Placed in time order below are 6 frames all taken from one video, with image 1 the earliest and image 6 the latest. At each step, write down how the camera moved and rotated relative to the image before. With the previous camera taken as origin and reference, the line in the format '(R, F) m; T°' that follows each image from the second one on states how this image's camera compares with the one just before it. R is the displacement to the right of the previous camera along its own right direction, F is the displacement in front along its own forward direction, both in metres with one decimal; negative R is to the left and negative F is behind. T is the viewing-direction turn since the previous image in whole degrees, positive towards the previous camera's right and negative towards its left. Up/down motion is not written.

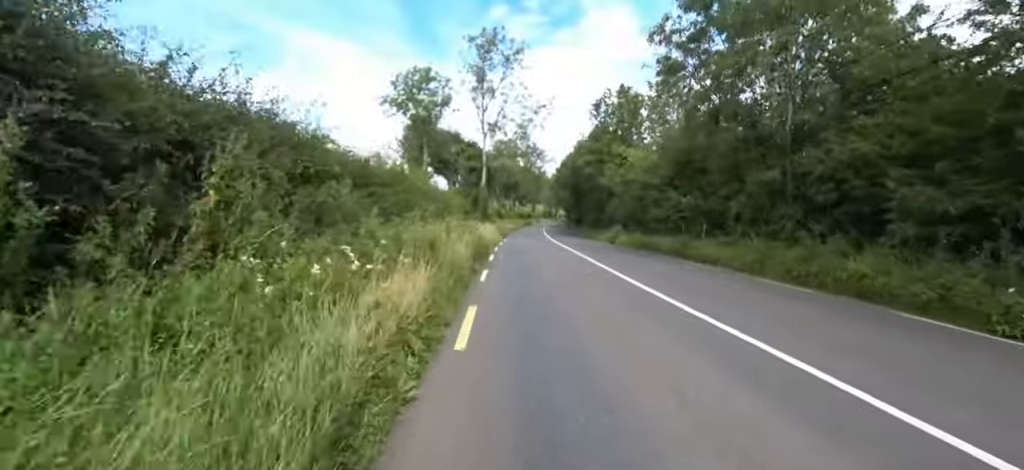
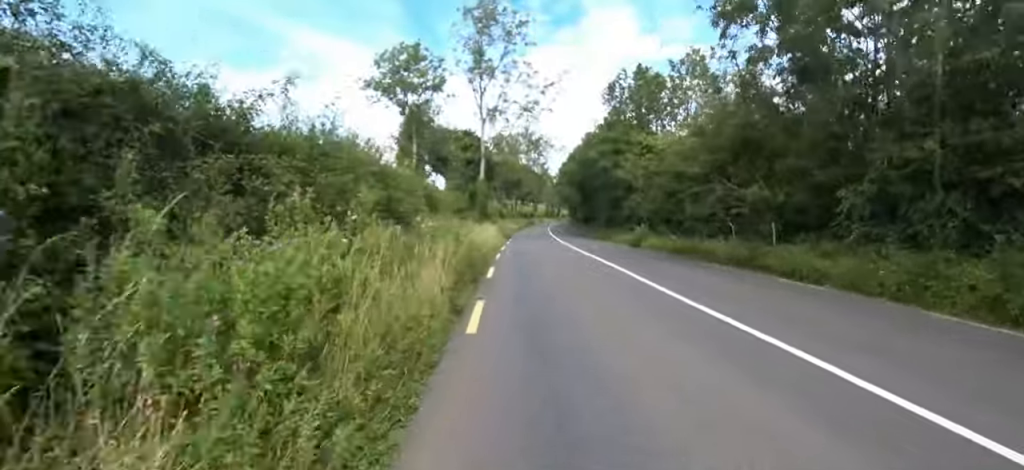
(0.0, +4.3) m; 0°
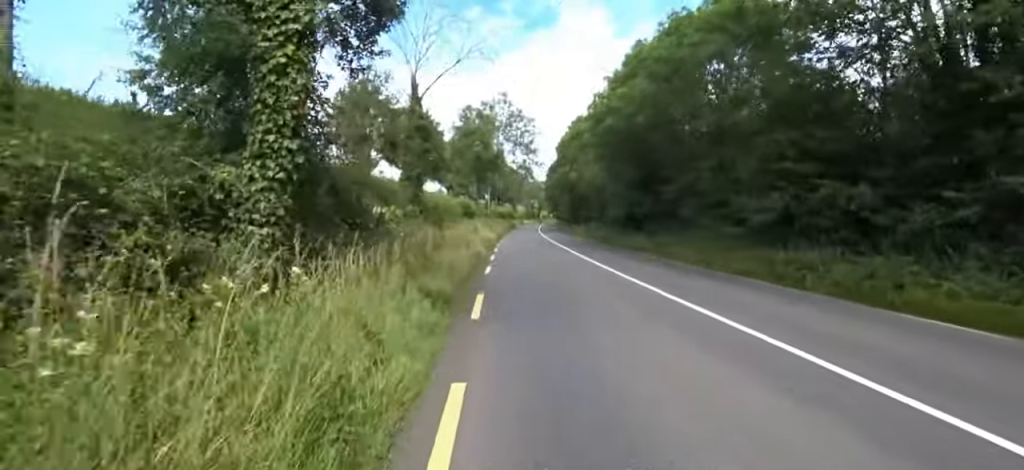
(0.0, +22.5) m; +4°
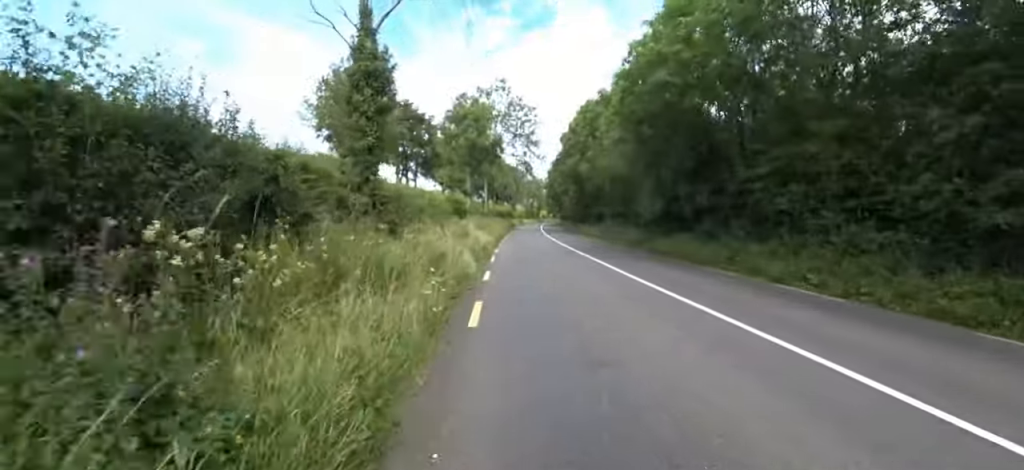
(+0.3, +5.6) m; -1°
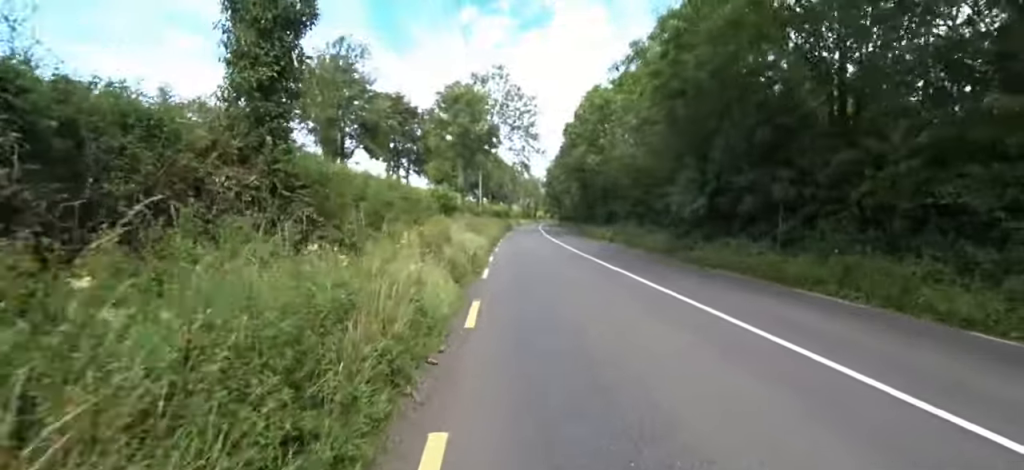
(+0.5, +4.3) m; -2°
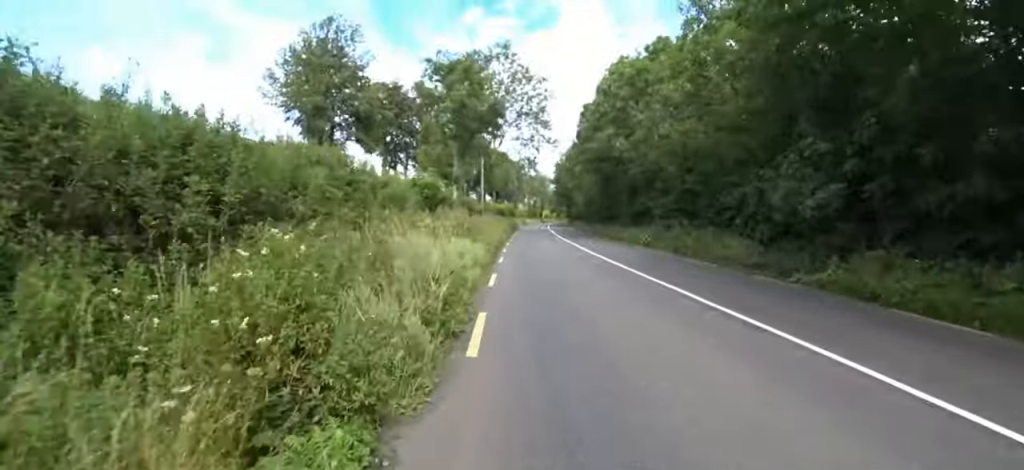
(-0.6, +5.7) m; 0°
